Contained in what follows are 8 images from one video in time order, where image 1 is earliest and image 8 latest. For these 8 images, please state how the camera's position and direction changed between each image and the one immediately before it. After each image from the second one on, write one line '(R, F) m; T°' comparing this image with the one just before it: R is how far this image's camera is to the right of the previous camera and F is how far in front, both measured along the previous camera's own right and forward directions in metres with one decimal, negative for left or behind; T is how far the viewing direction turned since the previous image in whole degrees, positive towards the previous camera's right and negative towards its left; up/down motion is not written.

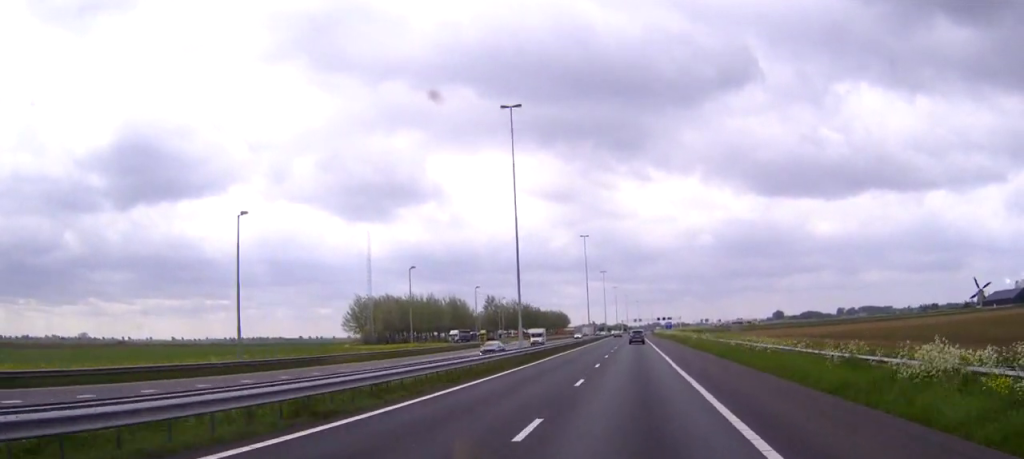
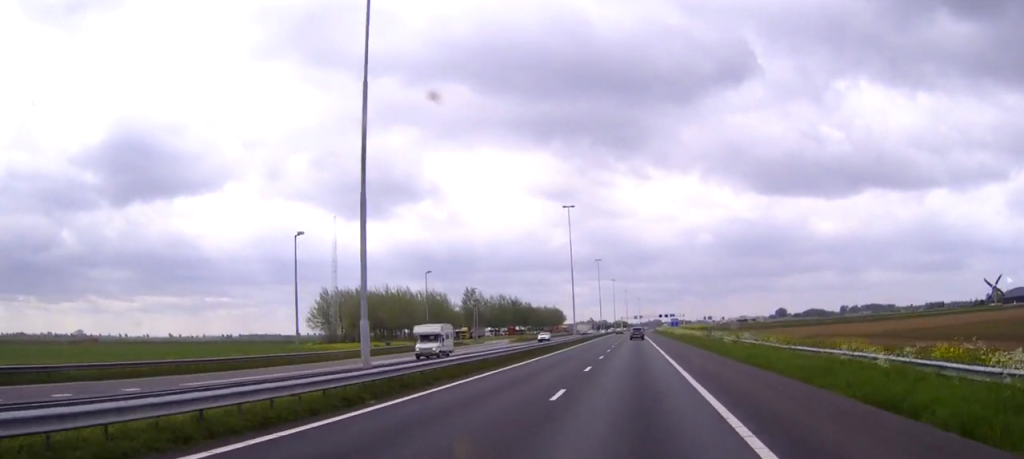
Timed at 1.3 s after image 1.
(0.0, +29.5) m; 0°
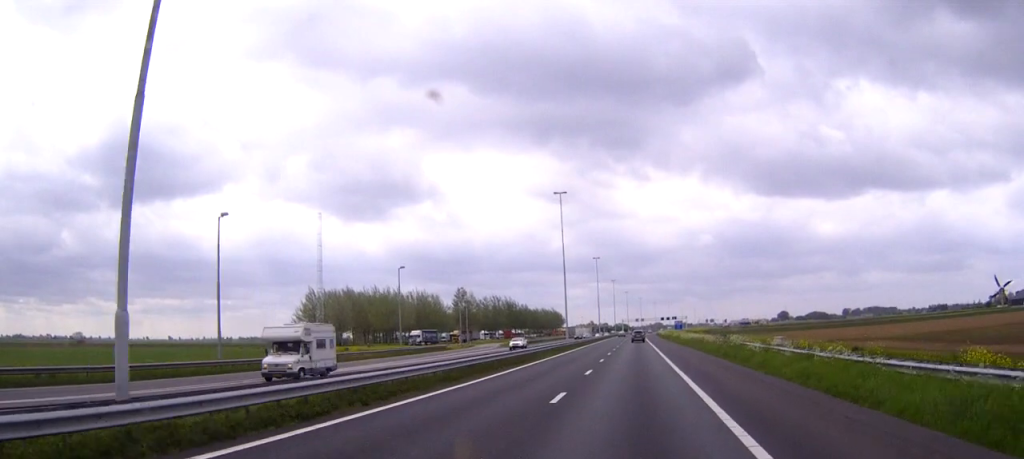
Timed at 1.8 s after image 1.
(0.0, +11.6) m; 0°
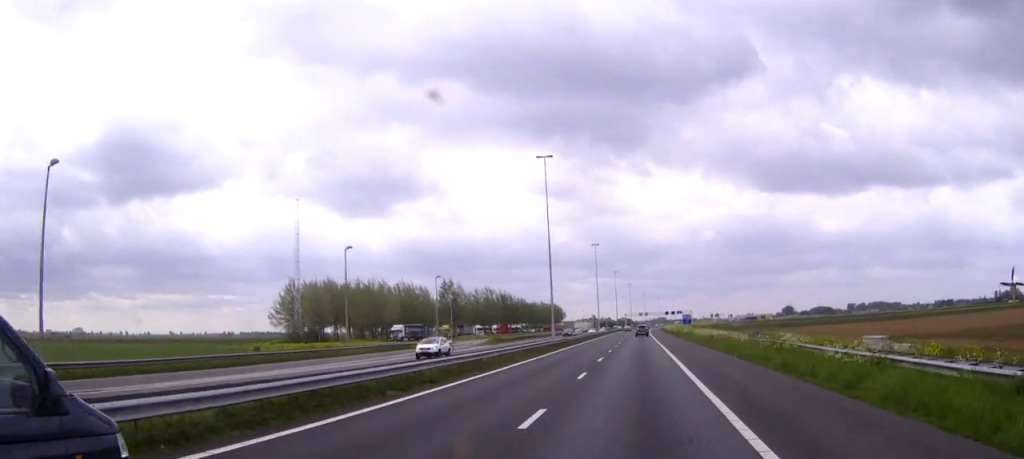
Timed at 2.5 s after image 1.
(-0.1, +17.0) m; 0°
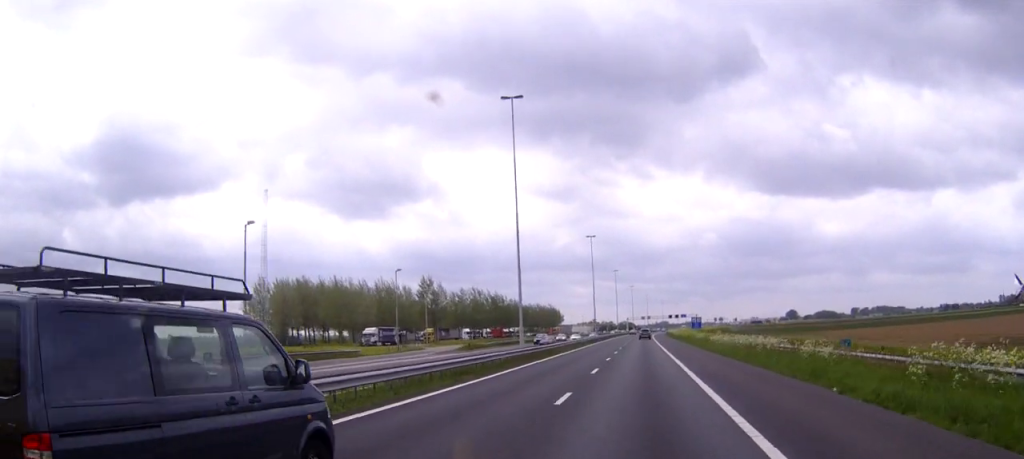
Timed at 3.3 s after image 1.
(-0.1, +19.3) m; 0°
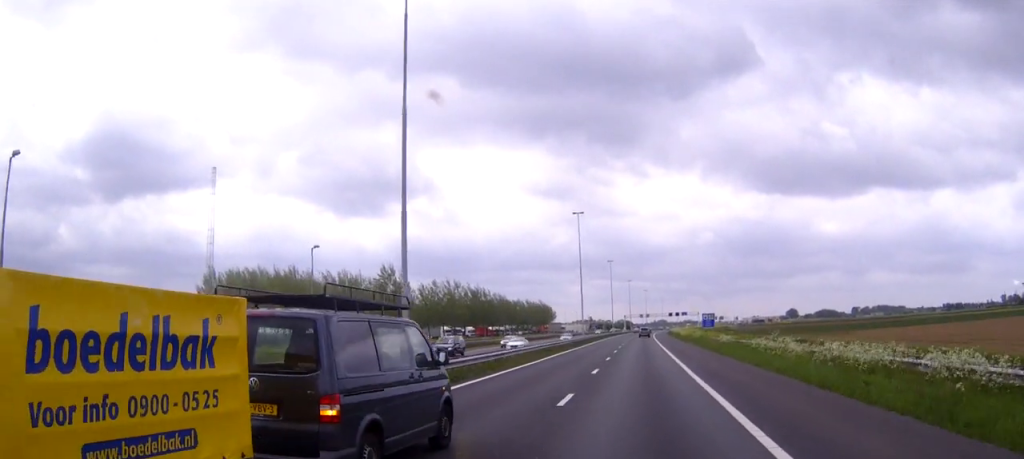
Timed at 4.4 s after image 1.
(0.0, +23.9) m; 0°
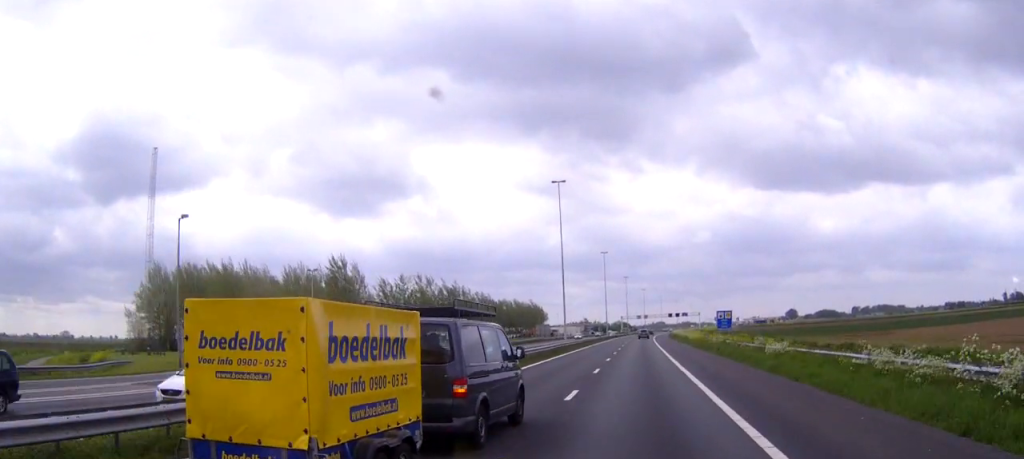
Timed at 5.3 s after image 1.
(+0.1, +21.6) m; 0°
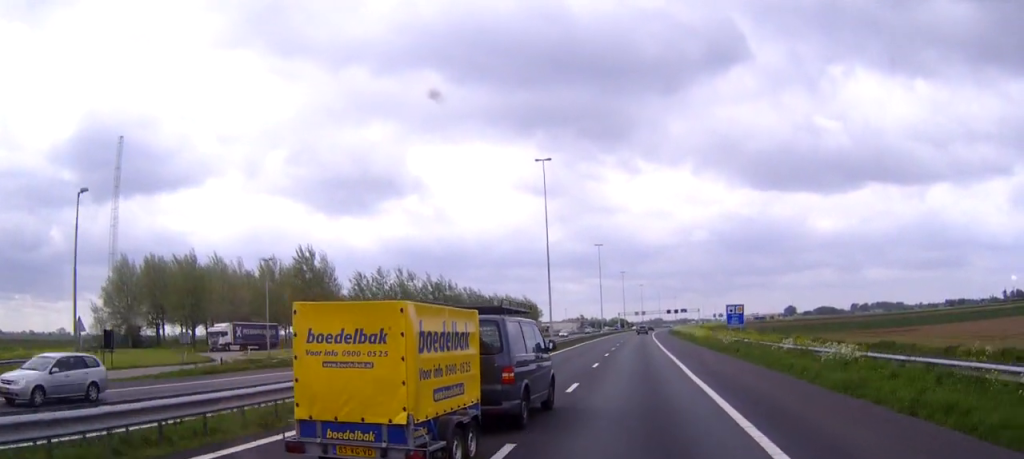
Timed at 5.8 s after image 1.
(0.0, +10.8) m; 0°
